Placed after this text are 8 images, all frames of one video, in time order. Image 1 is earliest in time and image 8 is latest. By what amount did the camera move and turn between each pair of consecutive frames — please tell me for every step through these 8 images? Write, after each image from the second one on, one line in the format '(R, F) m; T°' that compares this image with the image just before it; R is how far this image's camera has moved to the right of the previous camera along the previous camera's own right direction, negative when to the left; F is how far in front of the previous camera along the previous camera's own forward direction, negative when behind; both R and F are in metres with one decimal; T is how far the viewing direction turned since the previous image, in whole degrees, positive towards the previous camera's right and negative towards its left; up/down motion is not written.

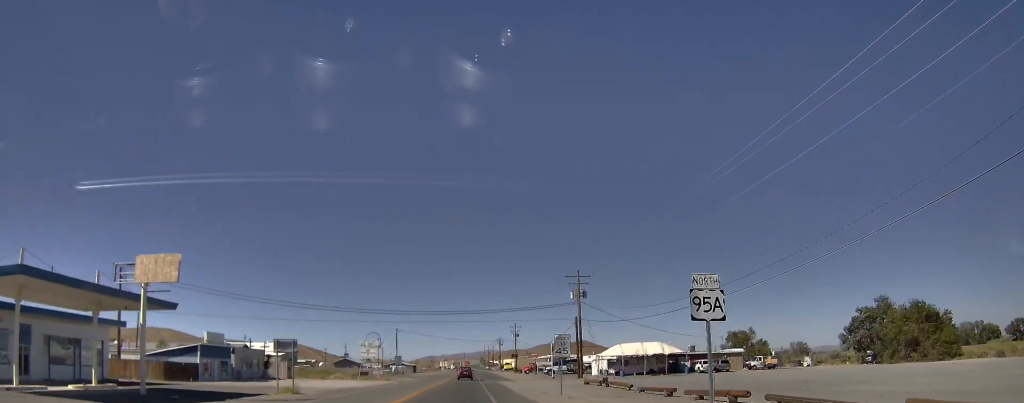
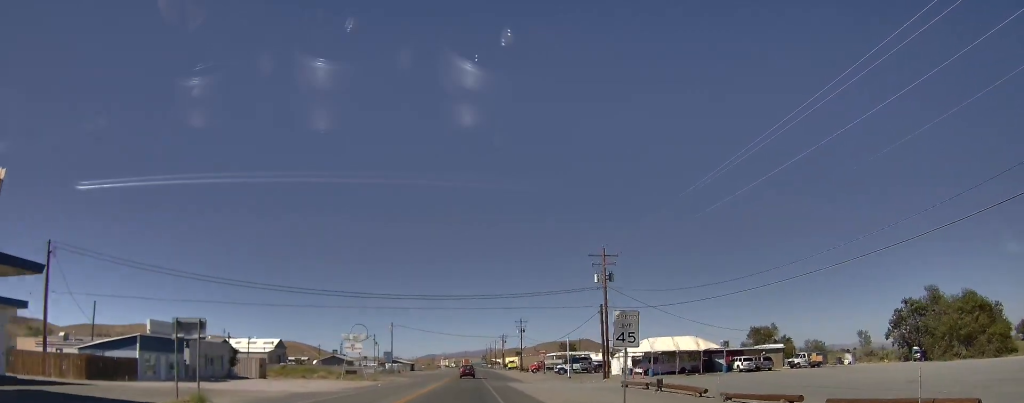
(+0.6, +13.1) m; +2°
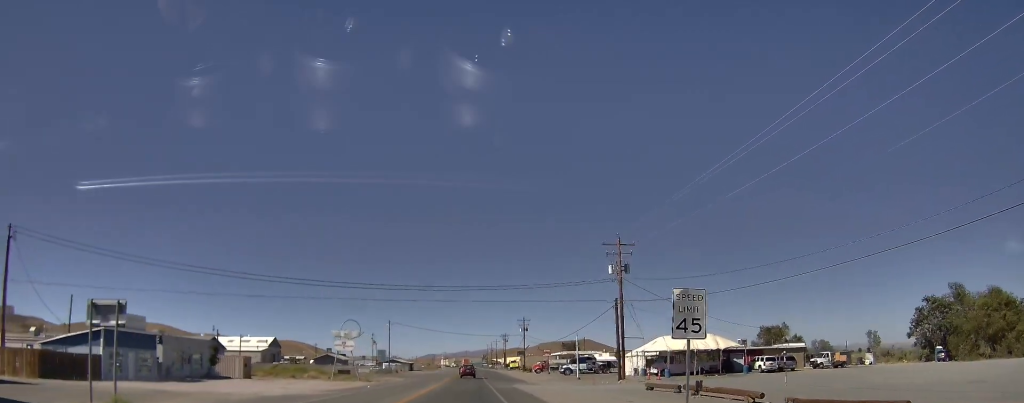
(+0.1, +5.9) m; 0°
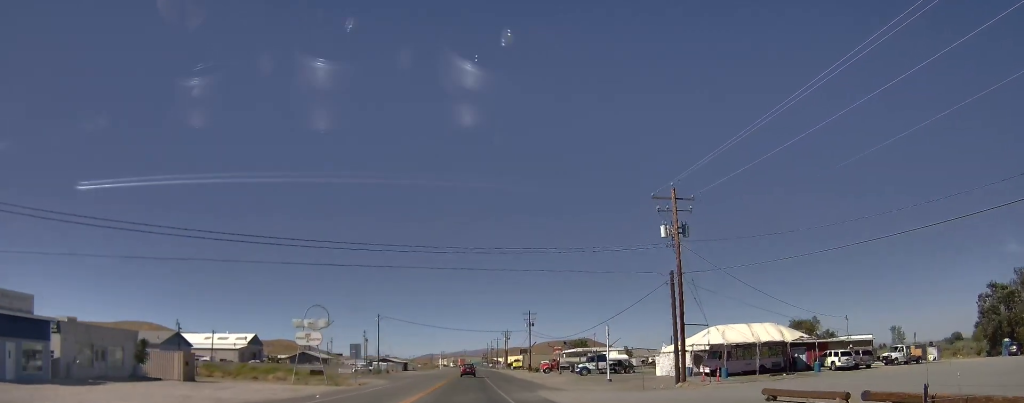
(-0.5, +16.0) m; -3°
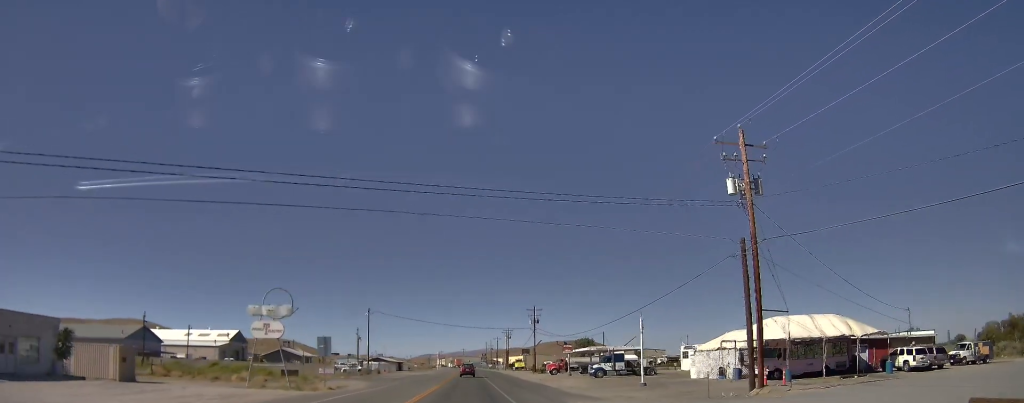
(-0.3, +11.6) m; -1°
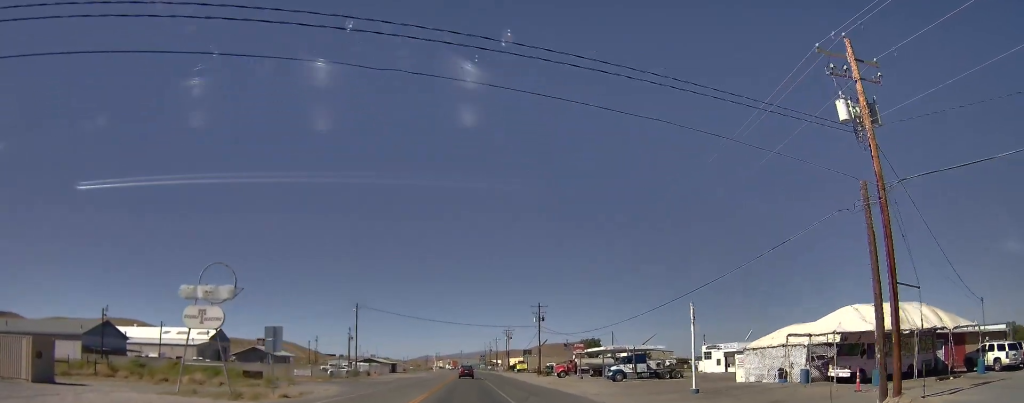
(0.0, +11.2) m; +1°
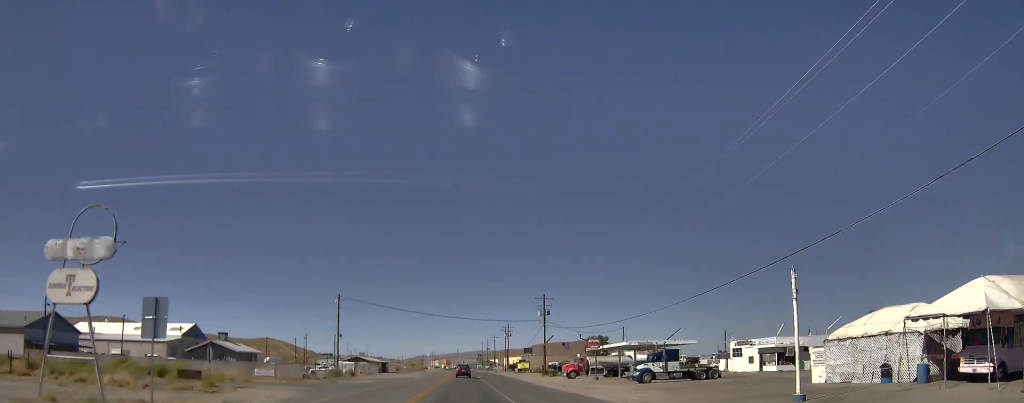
(+0.2, +12.3) m; +2°
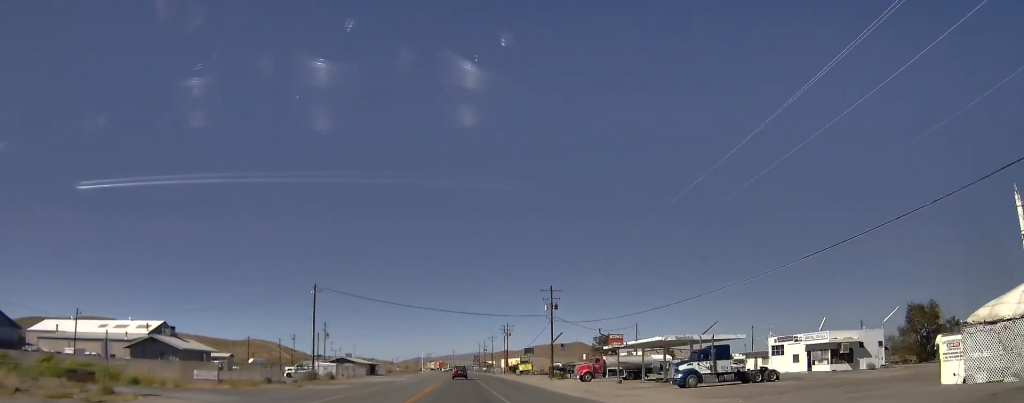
(+0.3, +12.4) m; 0°
